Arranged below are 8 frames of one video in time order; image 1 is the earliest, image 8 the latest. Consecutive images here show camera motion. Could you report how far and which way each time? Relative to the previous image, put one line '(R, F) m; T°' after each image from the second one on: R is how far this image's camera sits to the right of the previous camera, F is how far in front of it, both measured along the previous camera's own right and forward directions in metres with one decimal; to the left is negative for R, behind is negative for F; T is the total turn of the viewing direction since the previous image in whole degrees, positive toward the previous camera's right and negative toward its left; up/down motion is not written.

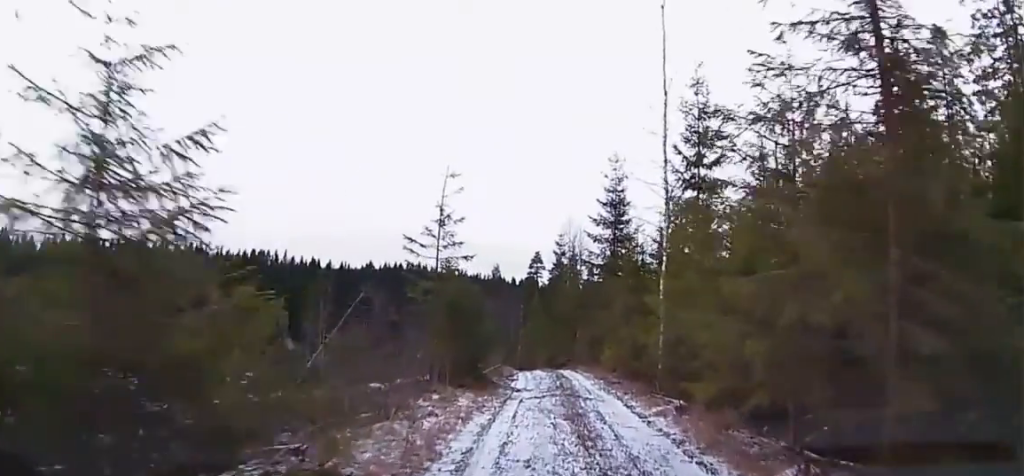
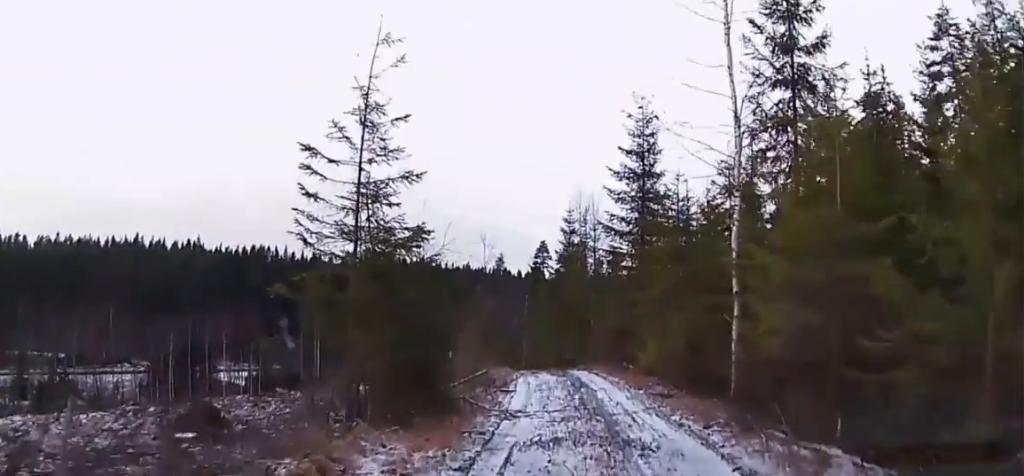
(-0.2, +8.6) m; -3°
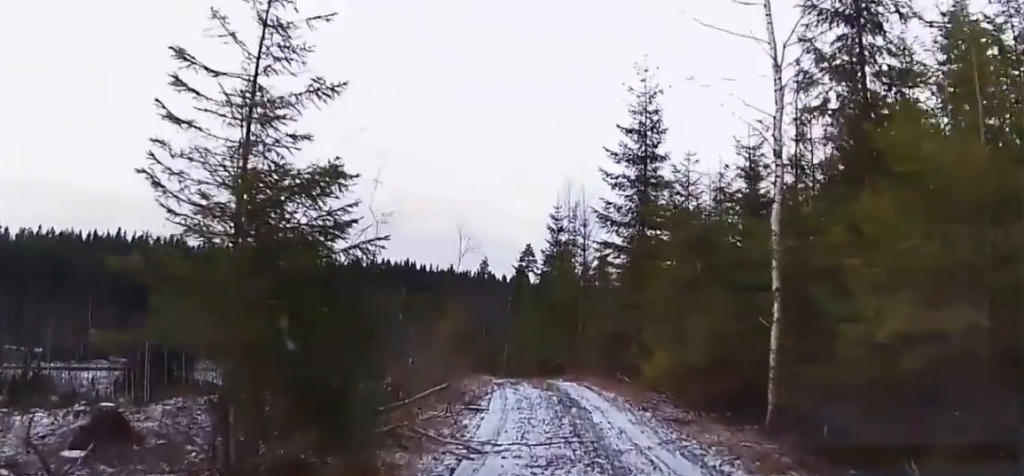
(-0.2, +3.7) m; +3°
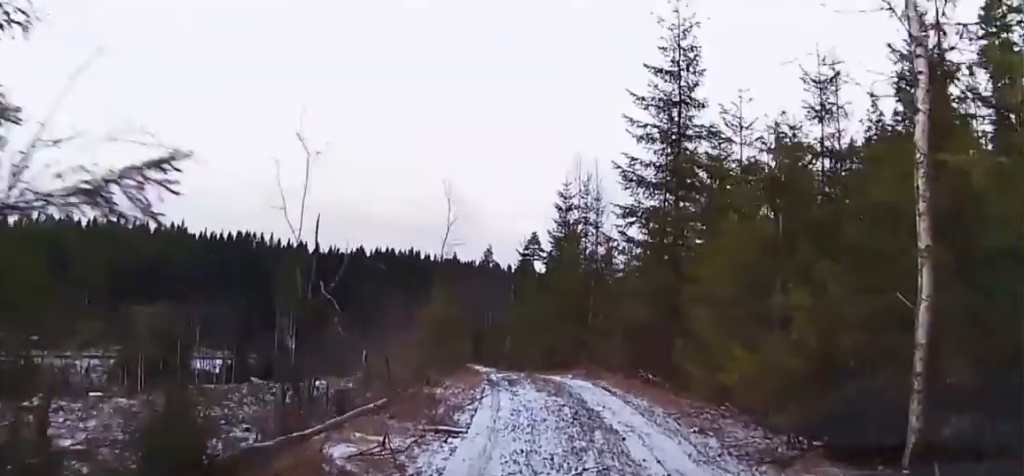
(+0.5, +5.2) m; +2°
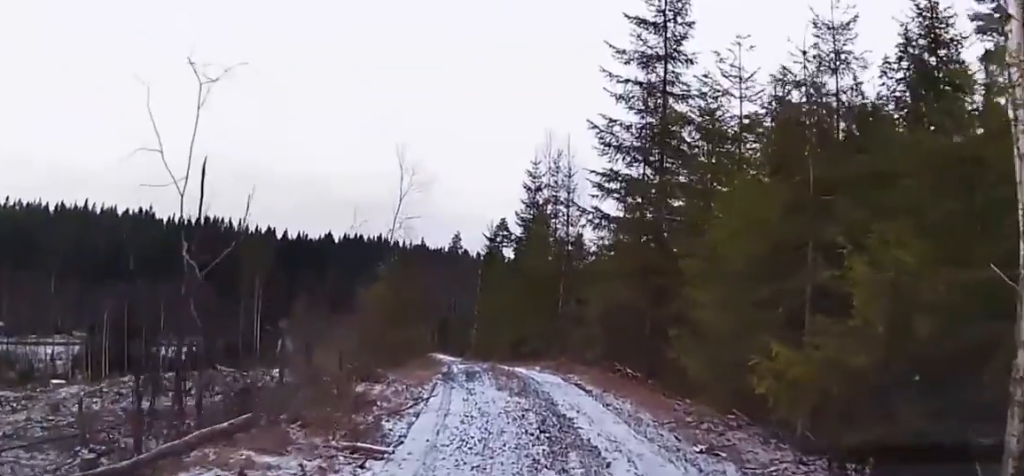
(-0.3, +2.8) m; -3°
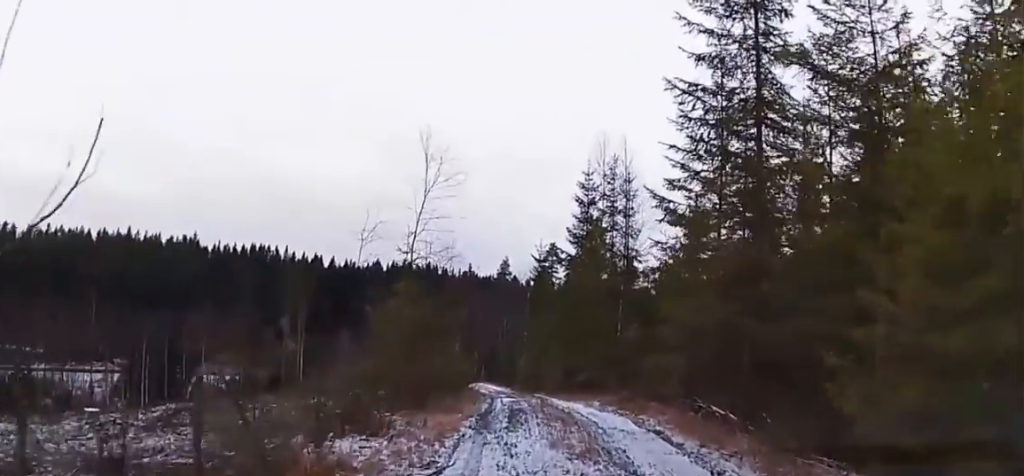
(+0.1, +4.0) m; +2°
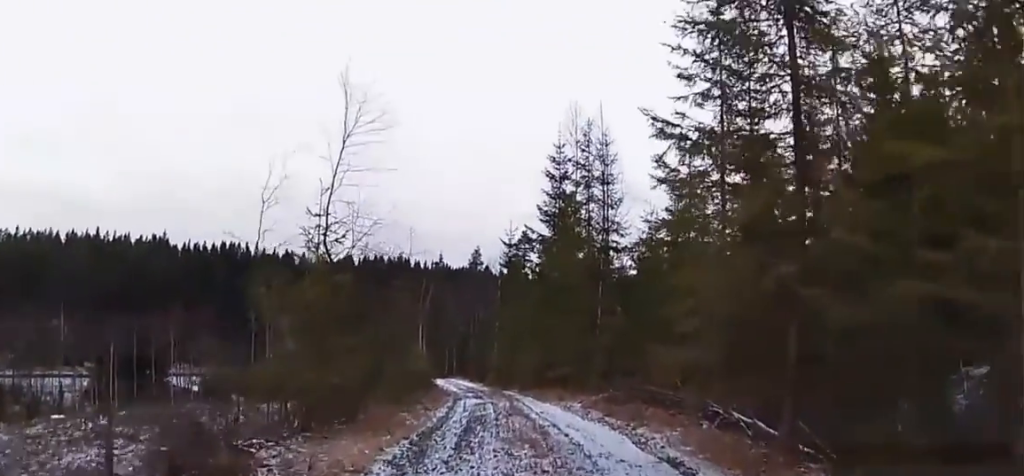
(0.0, +3.8) m; -2°
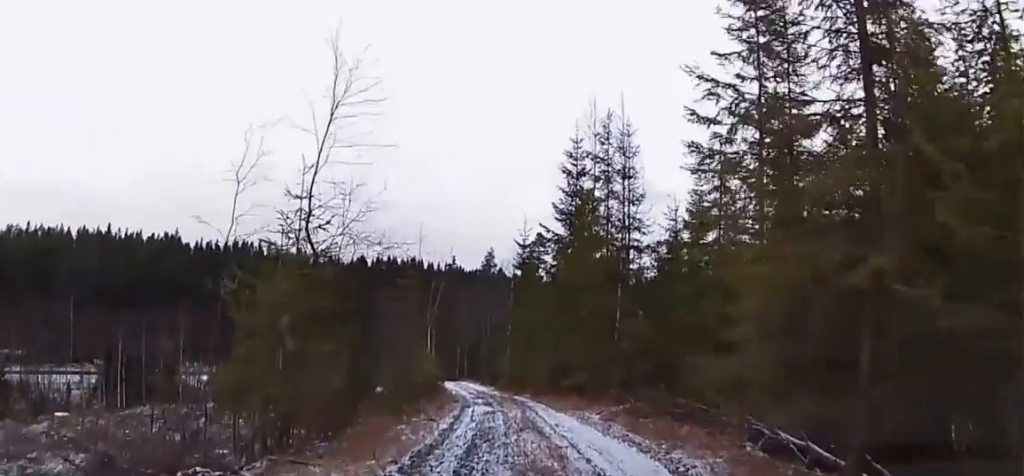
(-0.1, +1.6) m; -4°
